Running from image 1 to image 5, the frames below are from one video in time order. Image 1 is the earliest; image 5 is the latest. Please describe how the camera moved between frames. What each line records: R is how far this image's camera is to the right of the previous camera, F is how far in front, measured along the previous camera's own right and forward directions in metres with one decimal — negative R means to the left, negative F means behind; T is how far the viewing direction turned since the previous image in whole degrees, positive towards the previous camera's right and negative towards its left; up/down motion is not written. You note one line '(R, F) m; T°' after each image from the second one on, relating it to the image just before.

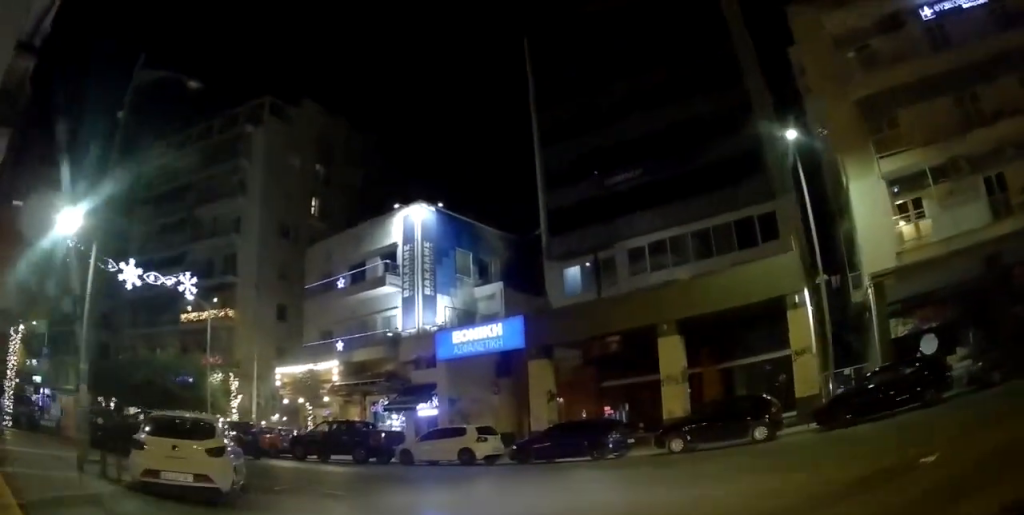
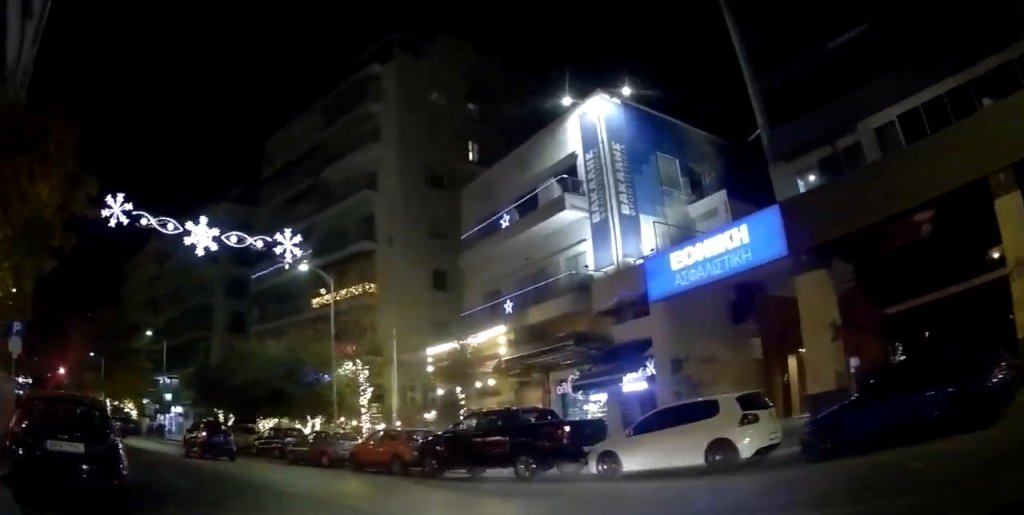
(-1.3, +9.5) m; -20°
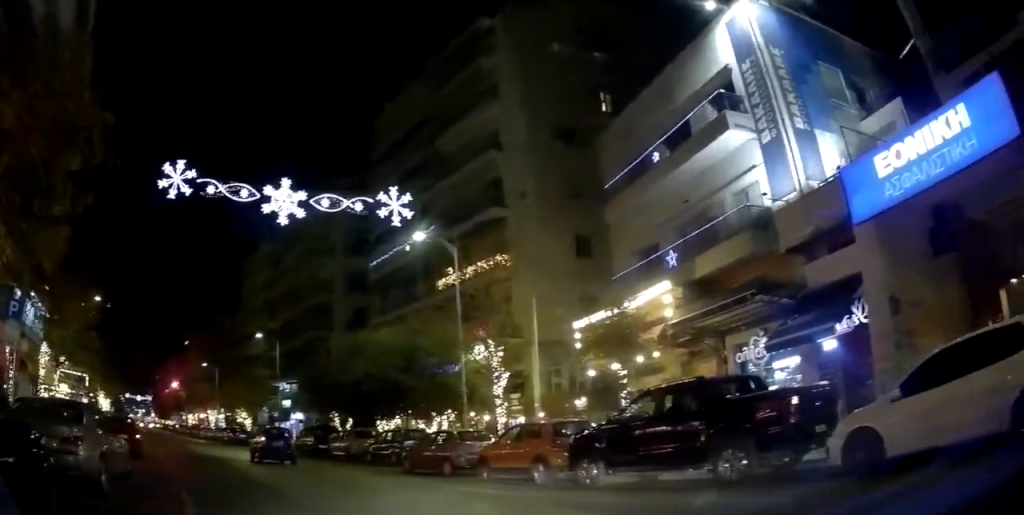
(-0.4, +4.5) m; -13°
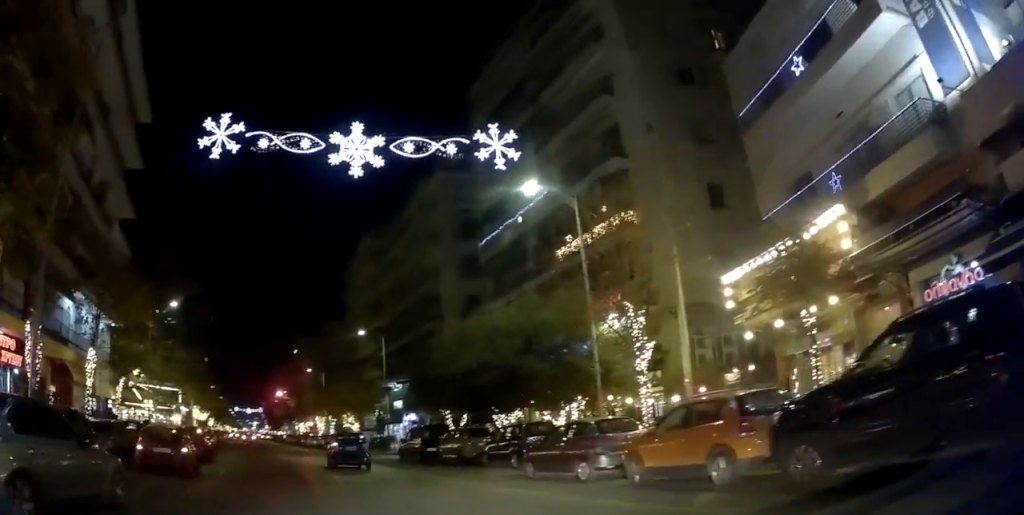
(-0.5, +3.8) m; -12°
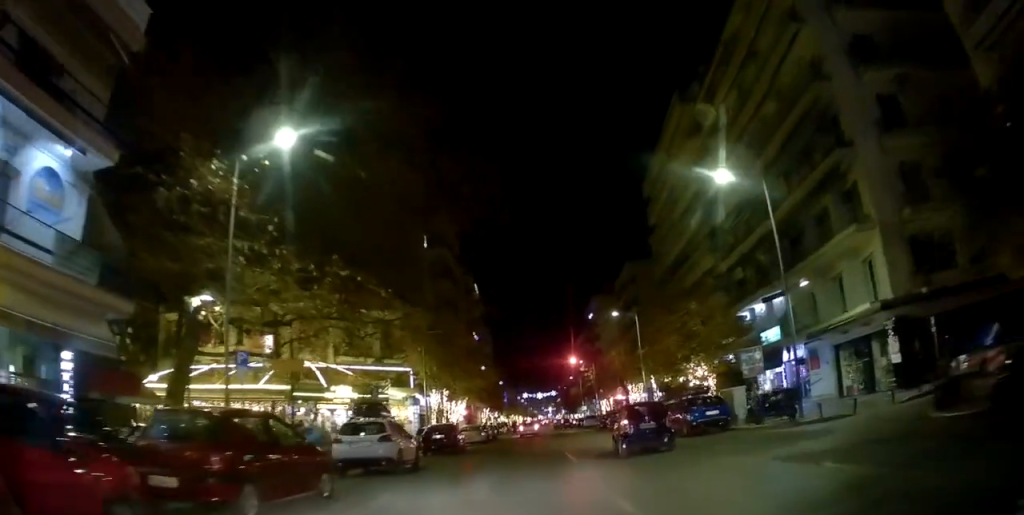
(-7.9, +19.0) m; -31°
